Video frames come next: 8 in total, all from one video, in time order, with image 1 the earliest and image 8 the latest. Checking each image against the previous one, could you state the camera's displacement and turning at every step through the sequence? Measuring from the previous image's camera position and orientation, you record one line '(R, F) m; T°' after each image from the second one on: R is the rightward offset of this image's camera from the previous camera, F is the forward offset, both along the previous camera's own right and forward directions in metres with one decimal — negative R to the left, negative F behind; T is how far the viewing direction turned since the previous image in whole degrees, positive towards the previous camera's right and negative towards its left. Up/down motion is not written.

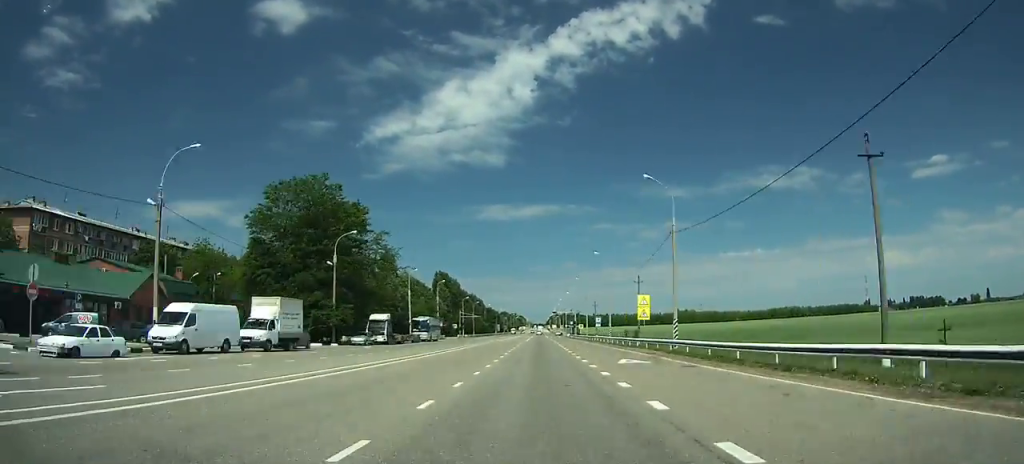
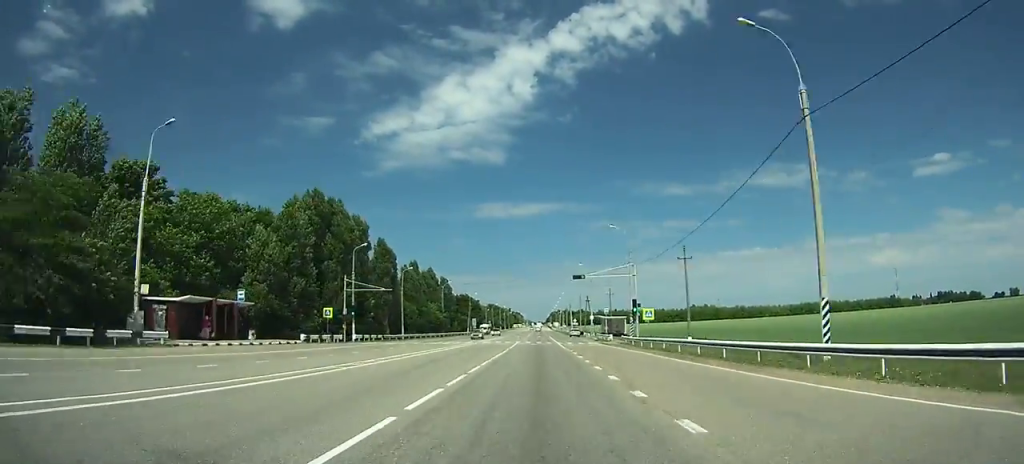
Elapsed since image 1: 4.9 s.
(-0.1, +94.5) m; 0°
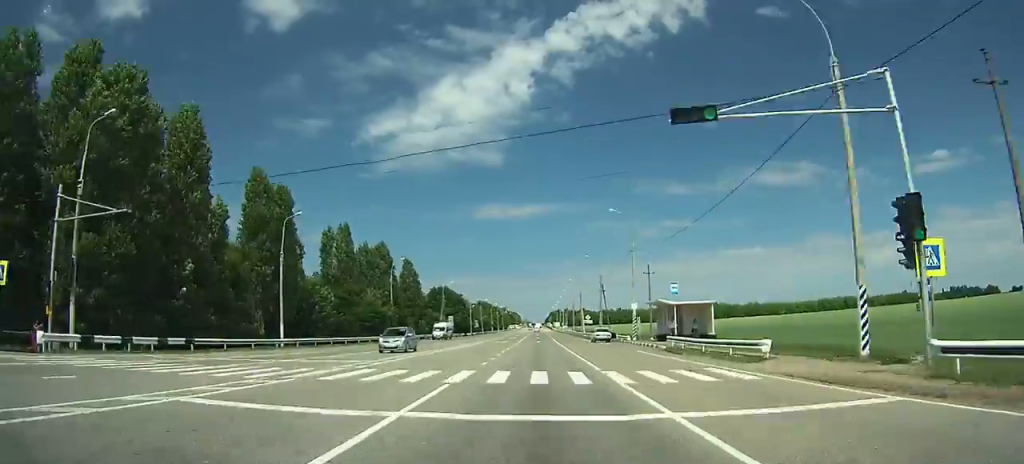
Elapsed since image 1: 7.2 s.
(-0.1, +41.3) m; 0°
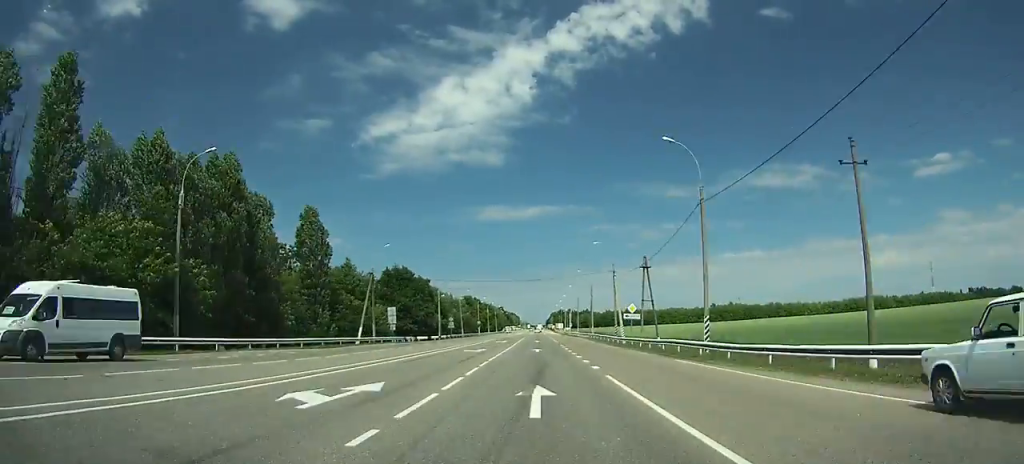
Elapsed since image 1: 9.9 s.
(+0.2, +50.0) m; 0°
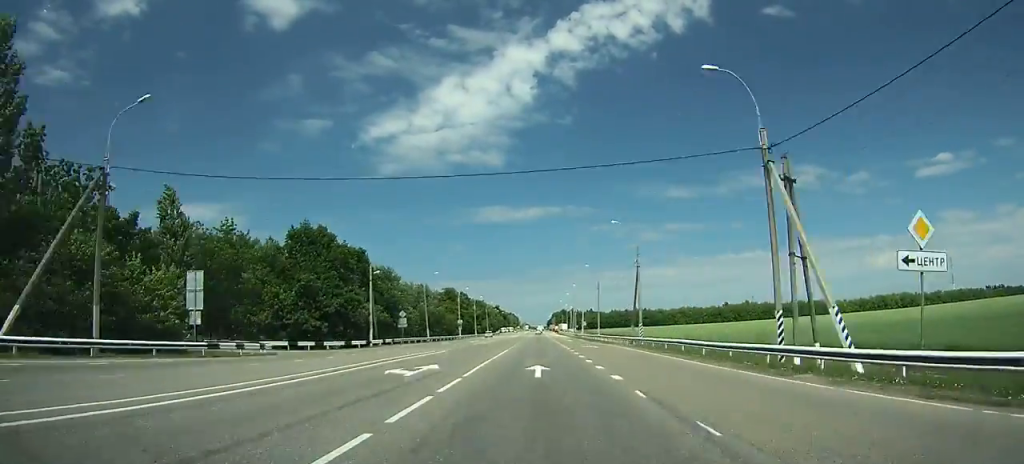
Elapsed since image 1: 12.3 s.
(+0.1, +46.3) m; 0°
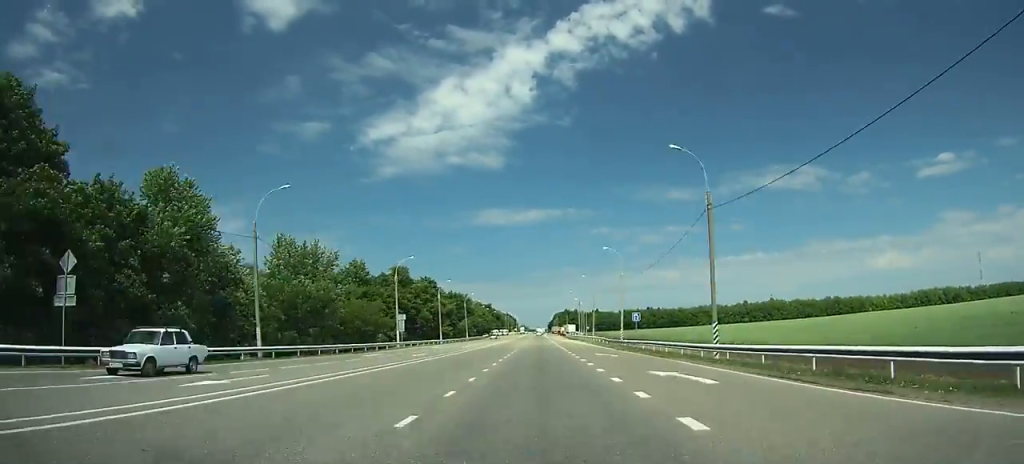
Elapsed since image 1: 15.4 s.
(-0.2, +60.0) m; 0°
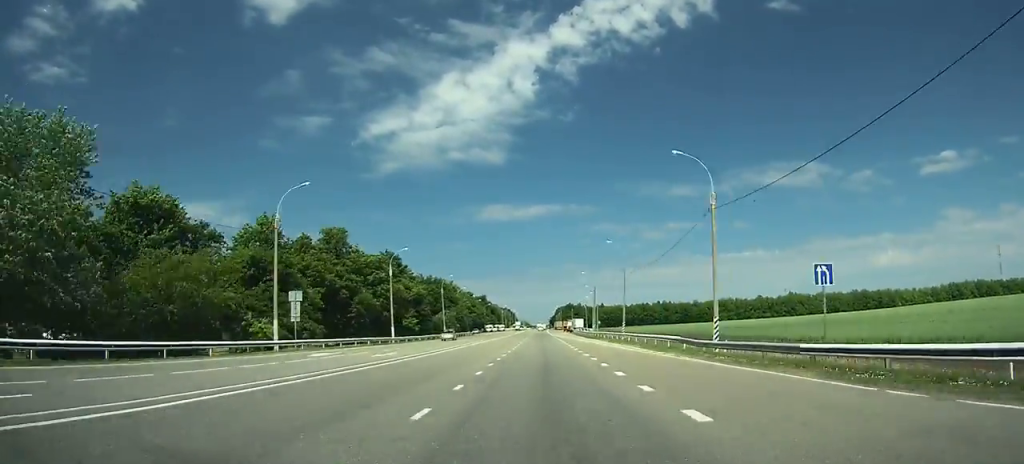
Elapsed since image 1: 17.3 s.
(-0.1, +36.2) m; 0°
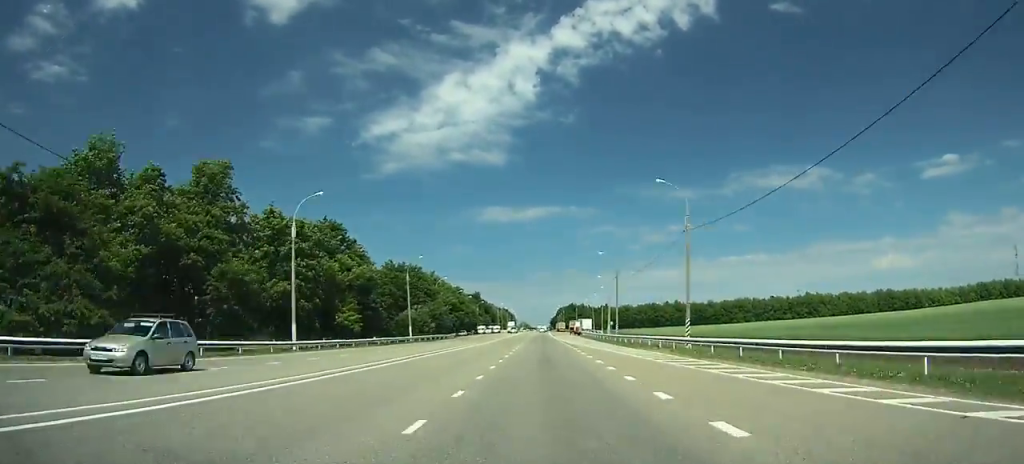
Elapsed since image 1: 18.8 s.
(0.0, +28.2) m; 0°
